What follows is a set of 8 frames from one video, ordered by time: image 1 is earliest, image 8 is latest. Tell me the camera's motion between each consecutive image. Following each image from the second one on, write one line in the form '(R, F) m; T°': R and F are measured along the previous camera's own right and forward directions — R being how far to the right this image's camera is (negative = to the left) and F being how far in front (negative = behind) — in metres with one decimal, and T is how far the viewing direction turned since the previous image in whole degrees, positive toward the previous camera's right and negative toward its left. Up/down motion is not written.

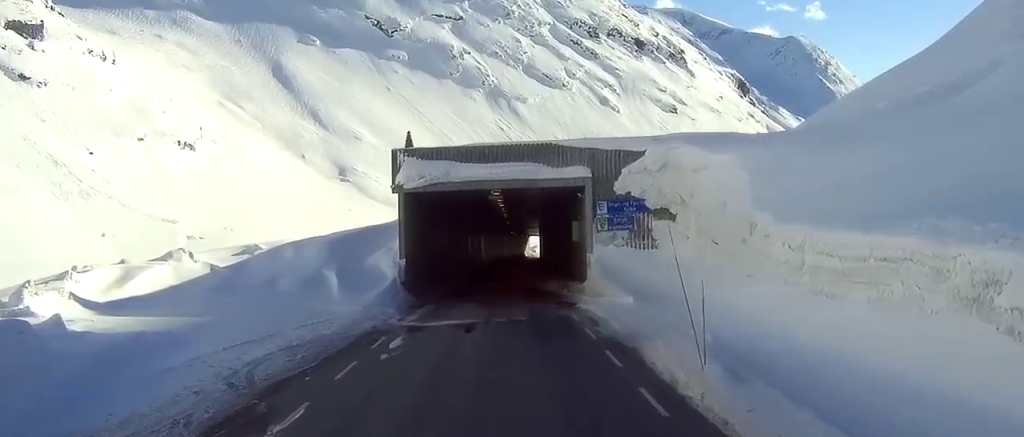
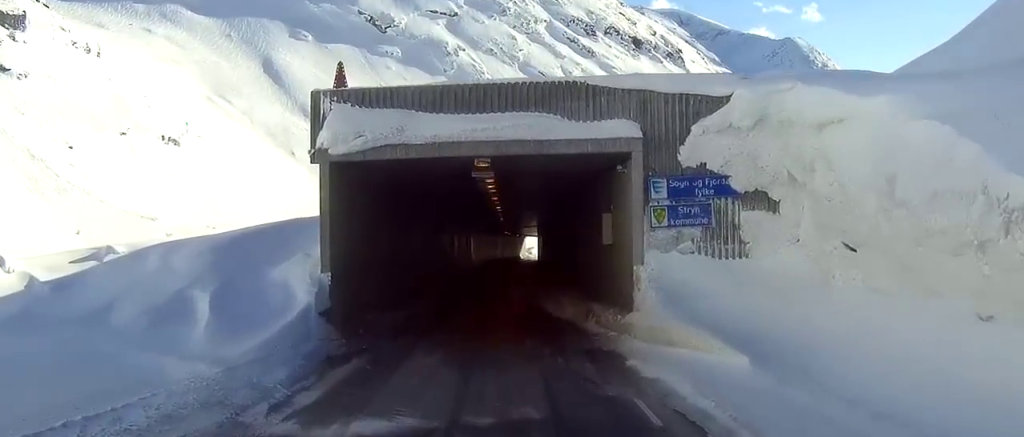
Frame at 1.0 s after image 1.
(-0.4, +18.7) m; -2°
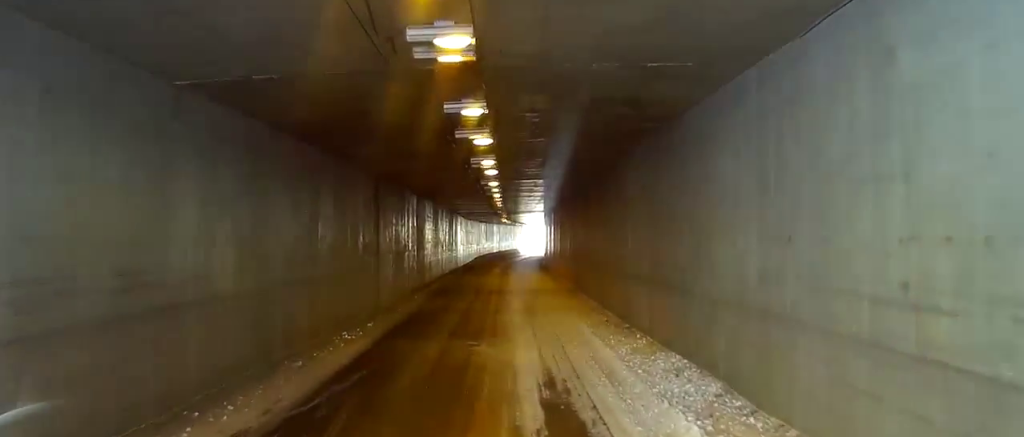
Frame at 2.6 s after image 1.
(-0.5, +30.4) m; -2°
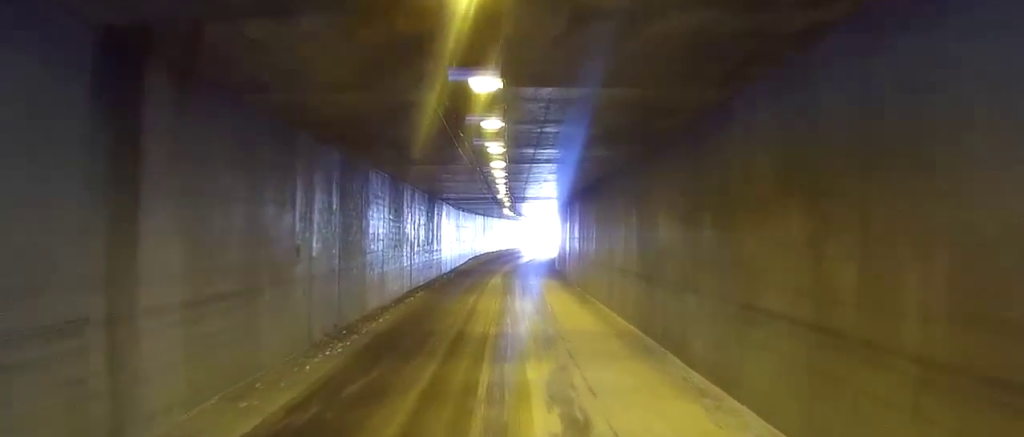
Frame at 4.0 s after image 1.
(-0.3, +26.6) m; -1°
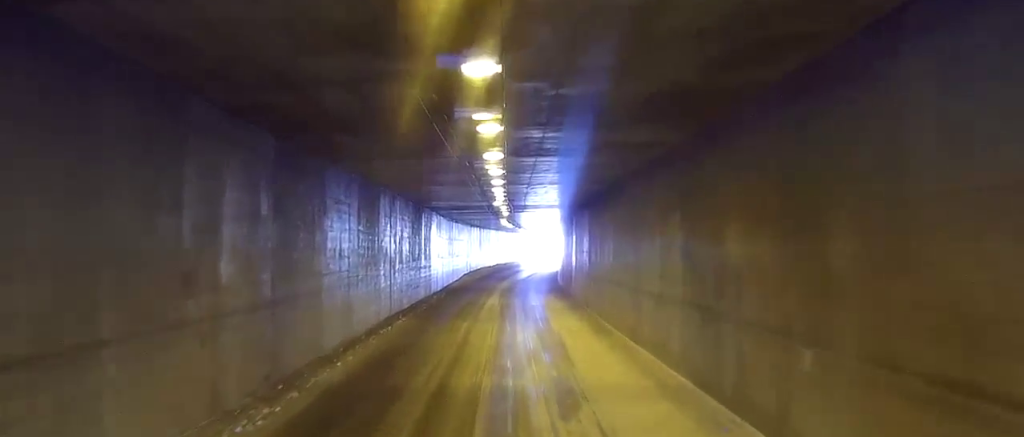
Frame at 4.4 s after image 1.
(0.0, +8.2) m; 0°
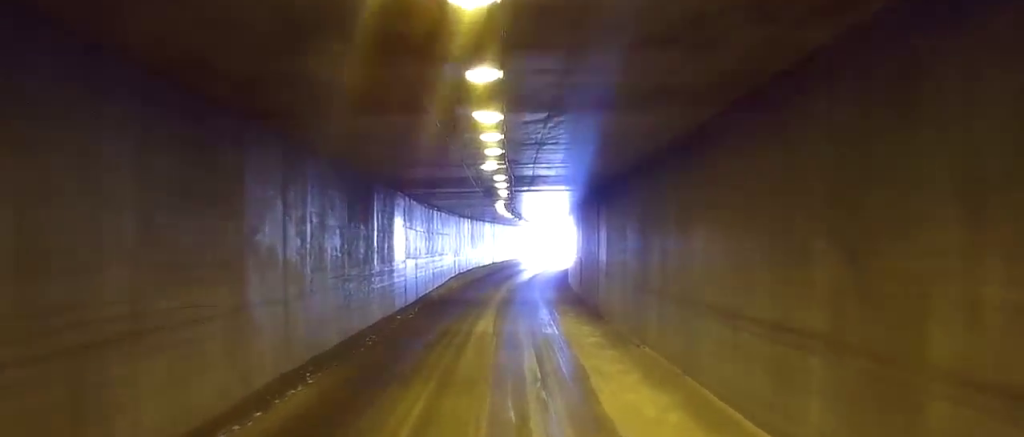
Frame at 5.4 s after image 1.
(-0.2, +19.7) m; -1°
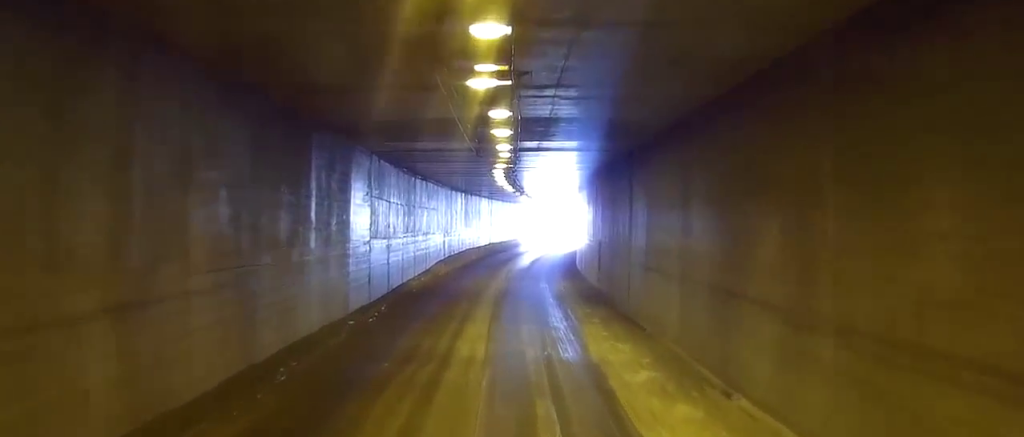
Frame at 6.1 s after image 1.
(+0.1, +11.8) m; -1°
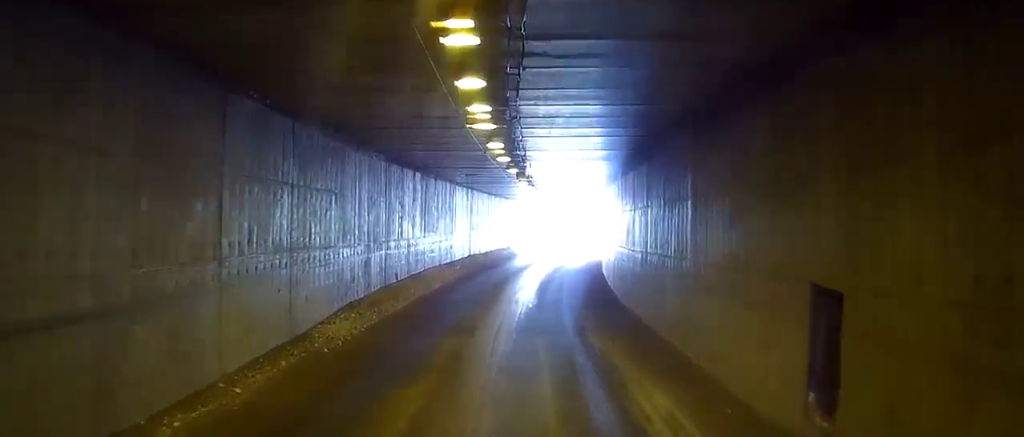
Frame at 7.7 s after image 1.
(-0.6, +34.2) m; 0°
